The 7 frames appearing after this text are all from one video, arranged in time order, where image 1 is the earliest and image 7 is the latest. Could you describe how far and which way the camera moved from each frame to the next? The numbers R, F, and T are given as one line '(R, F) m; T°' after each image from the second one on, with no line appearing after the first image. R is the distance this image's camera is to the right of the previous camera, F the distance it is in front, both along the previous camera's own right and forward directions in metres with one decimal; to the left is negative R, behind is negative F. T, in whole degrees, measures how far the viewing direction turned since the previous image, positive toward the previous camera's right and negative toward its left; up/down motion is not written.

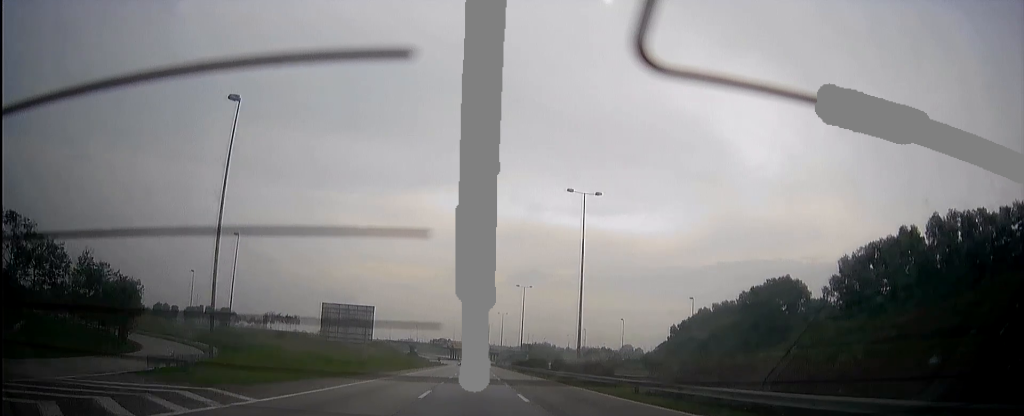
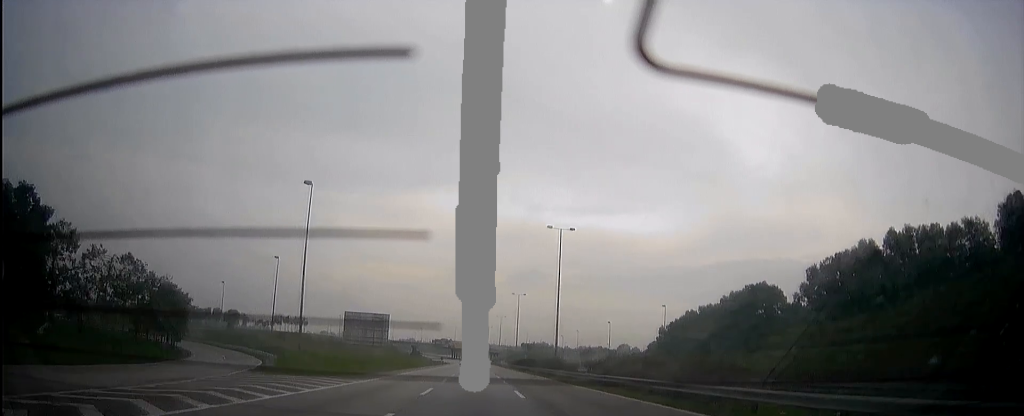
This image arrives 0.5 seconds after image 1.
(0.0, +13.0) m; 0°
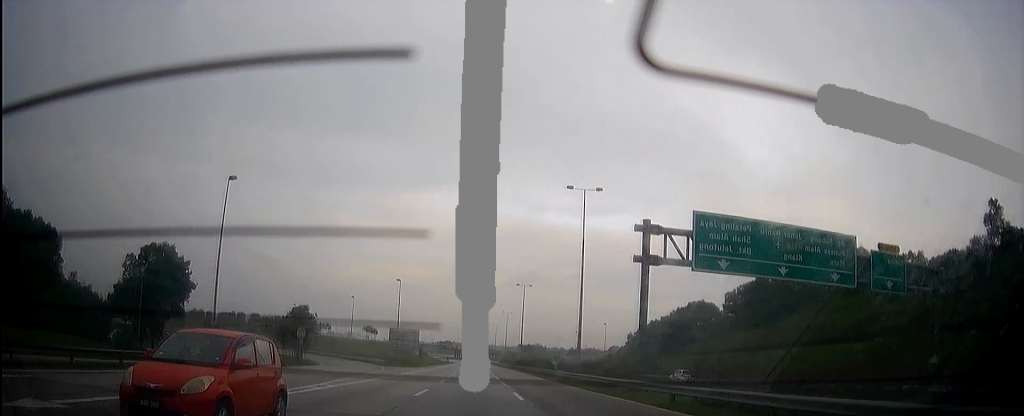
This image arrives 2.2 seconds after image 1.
(0.0, +46.1) m; 0°
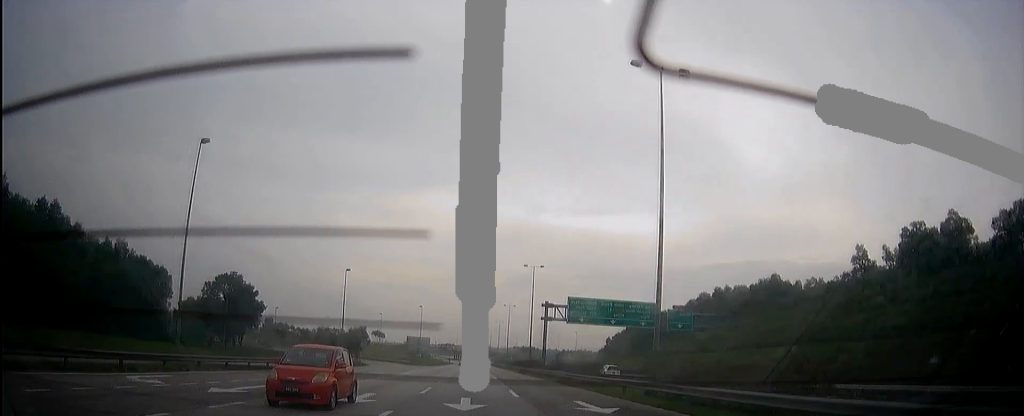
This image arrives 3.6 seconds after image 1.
(0.0, +39.6) m; 0°
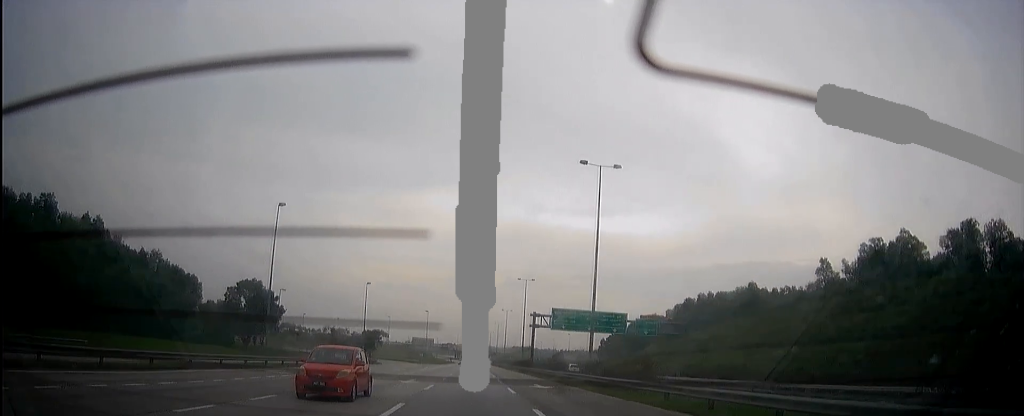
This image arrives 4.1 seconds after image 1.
(0.0, +13.2) m; 0°
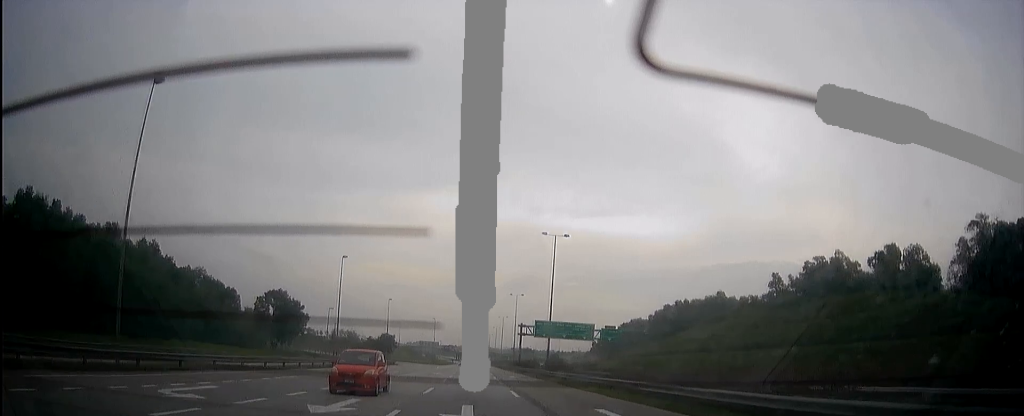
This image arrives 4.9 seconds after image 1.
(0.0, +23.1) m; 0°
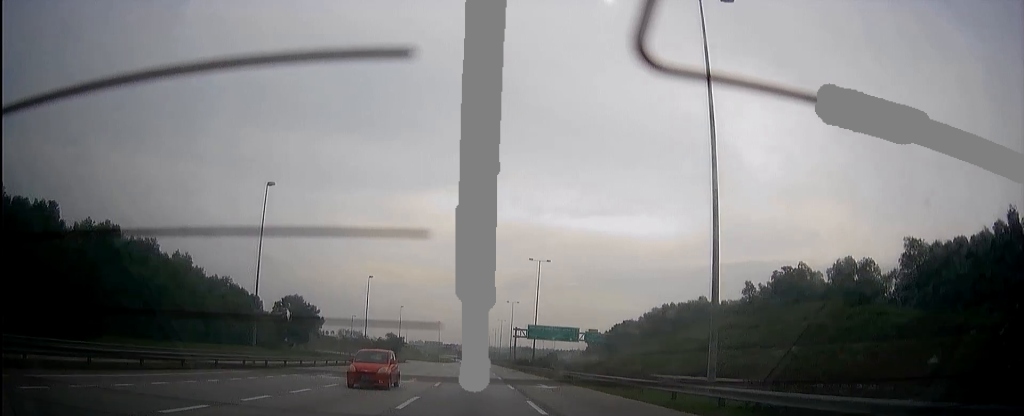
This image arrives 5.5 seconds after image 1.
(0.0, +16.5) m; 0°
